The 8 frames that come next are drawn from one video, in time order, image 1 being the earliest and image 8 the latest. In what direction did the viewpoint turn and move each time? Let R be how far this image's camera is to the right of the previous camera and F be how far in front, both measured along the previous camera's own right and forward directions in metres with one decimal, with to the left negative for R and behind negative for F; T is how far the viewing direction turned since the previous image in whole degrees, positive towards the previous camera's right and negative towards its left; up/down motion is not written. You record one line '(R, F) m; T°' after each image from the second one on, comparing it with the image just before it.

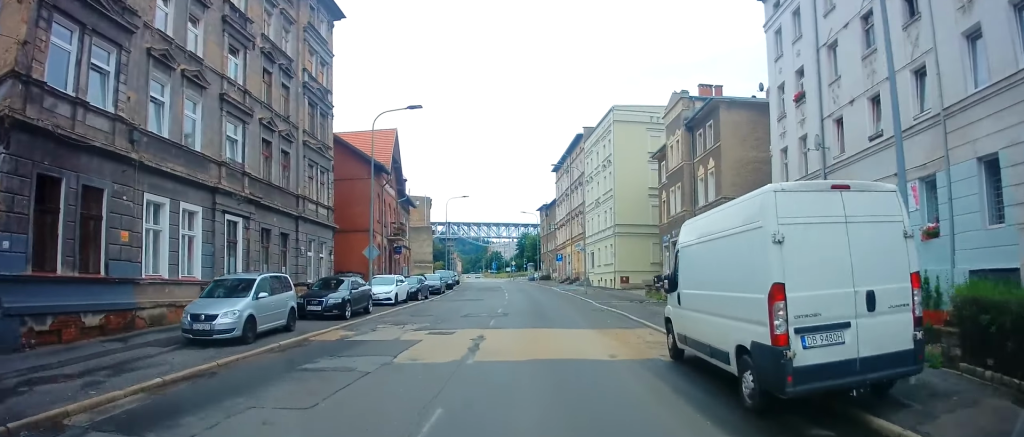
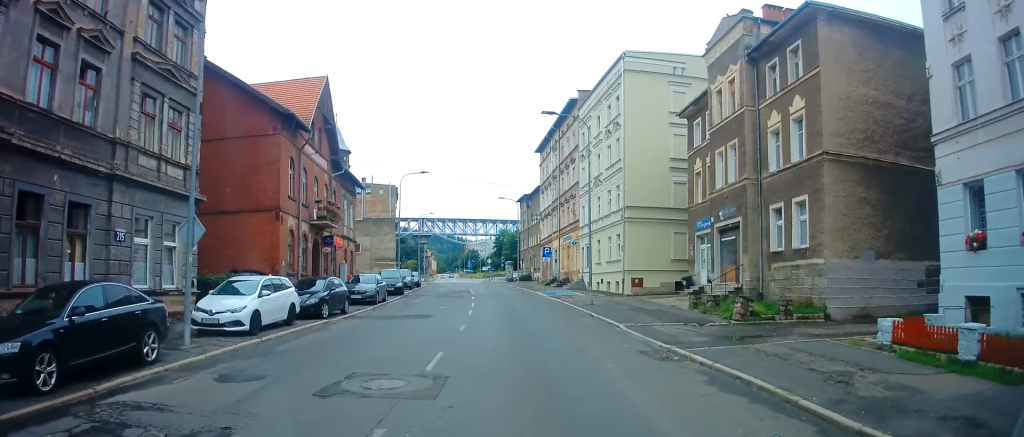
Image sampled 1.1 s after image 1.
(+0.1, +12.9) m; 0°
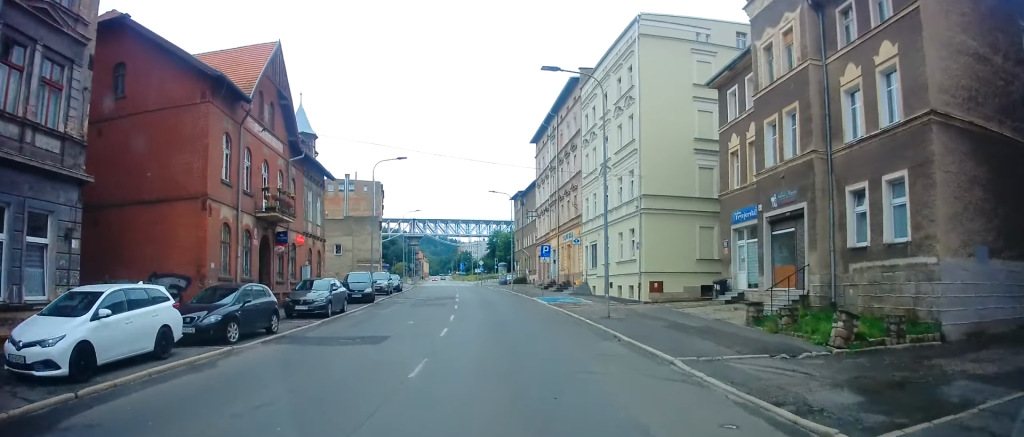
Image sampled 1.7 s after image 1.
(0.0, +6.4) m; -1°
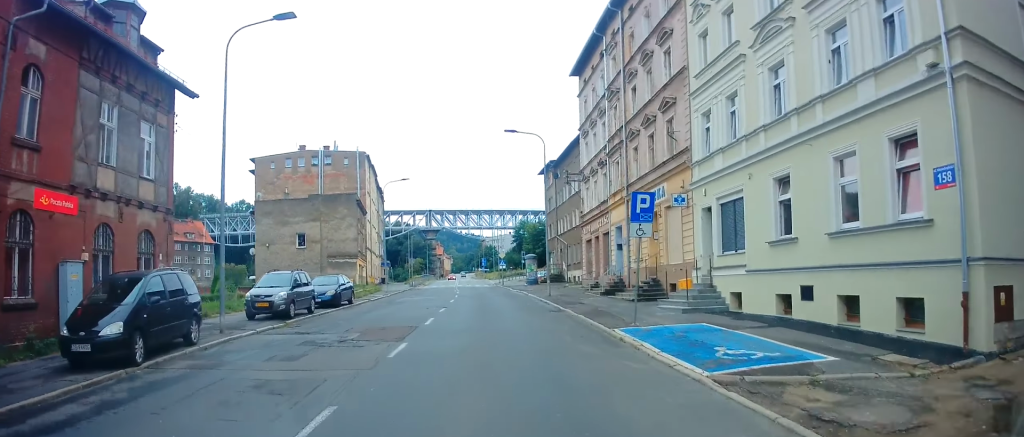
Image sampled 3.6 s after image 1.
(-0.1, +21.9) m; -2°
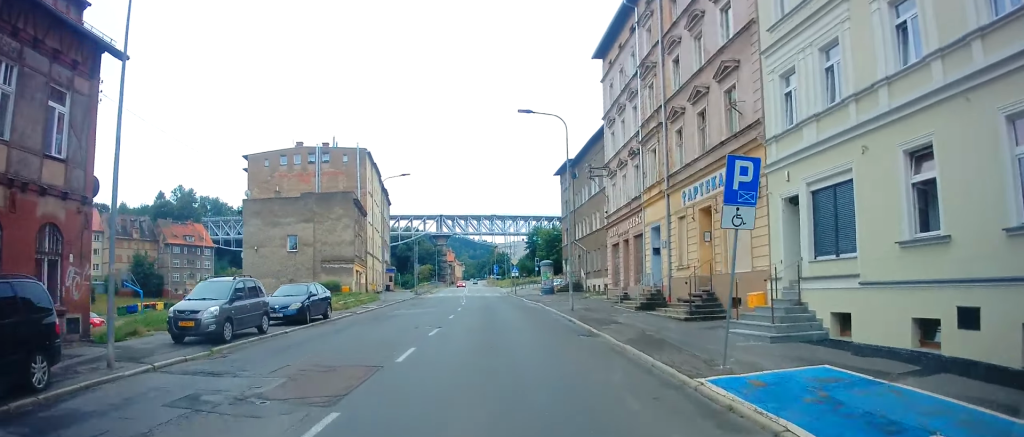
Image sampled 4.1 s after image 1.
(0.0, +5.4) m; -1°
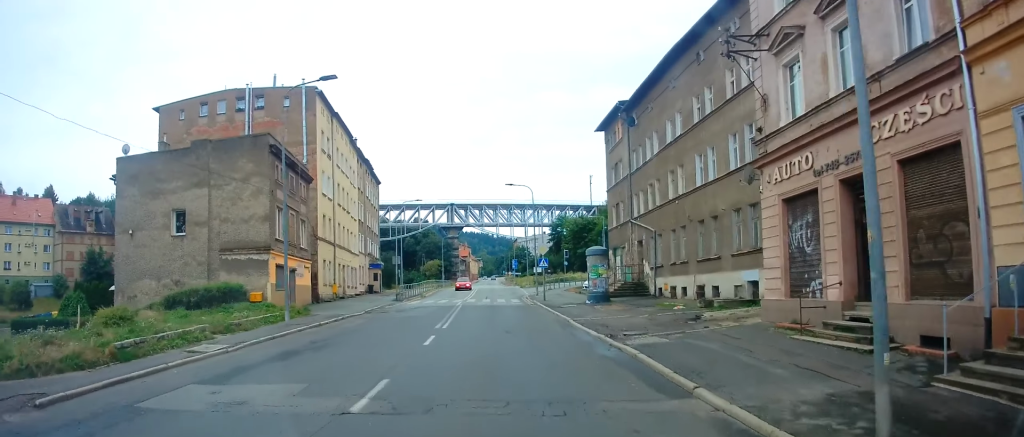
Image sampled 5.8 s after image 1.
(-0.8, +20.6) m; -1°
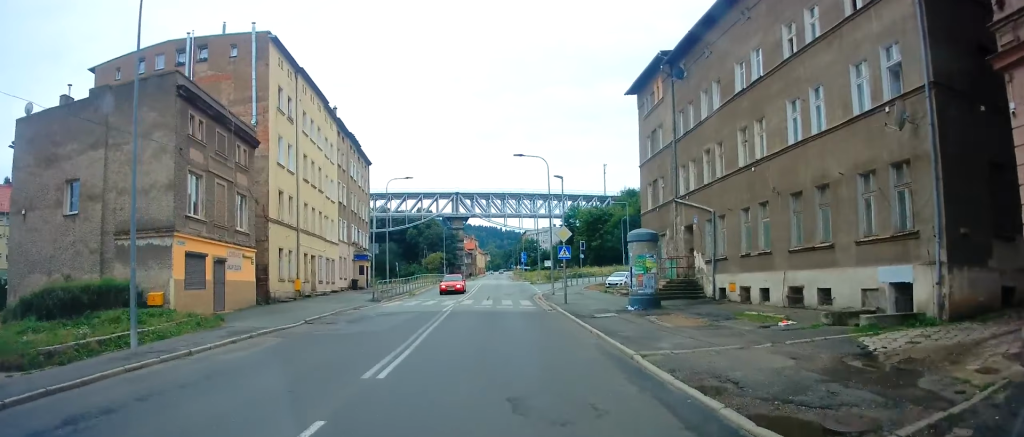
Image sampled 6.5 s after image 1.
(+0.2, +9.3) m; -1°
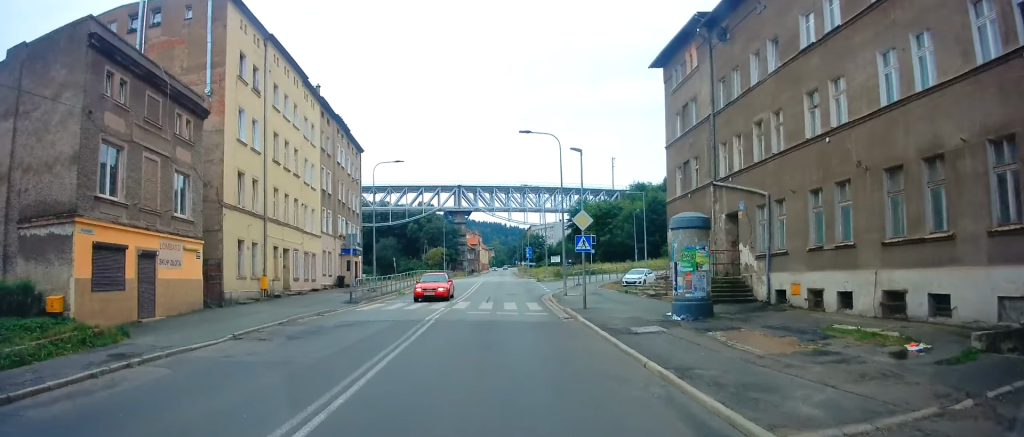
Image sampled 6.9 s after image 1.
(+0.1, +5.5) m; -1°
